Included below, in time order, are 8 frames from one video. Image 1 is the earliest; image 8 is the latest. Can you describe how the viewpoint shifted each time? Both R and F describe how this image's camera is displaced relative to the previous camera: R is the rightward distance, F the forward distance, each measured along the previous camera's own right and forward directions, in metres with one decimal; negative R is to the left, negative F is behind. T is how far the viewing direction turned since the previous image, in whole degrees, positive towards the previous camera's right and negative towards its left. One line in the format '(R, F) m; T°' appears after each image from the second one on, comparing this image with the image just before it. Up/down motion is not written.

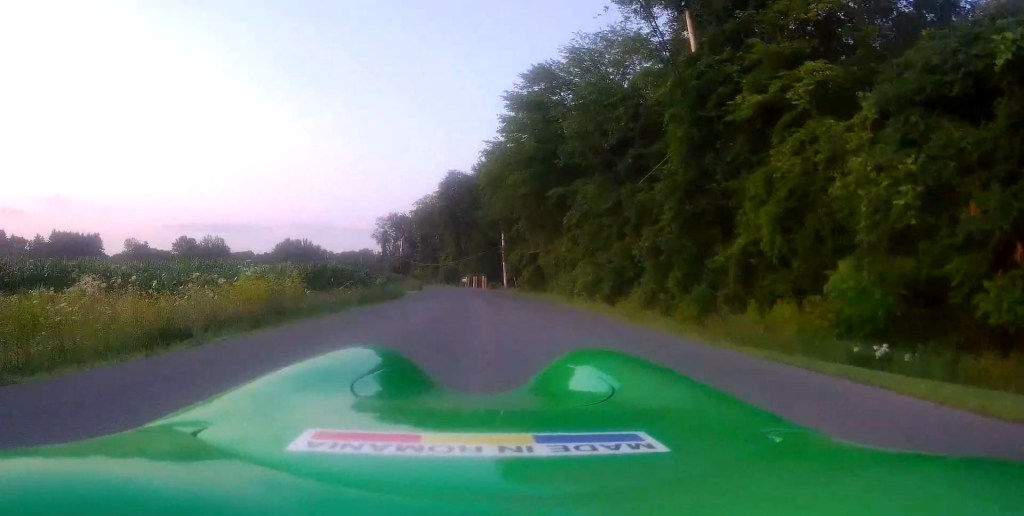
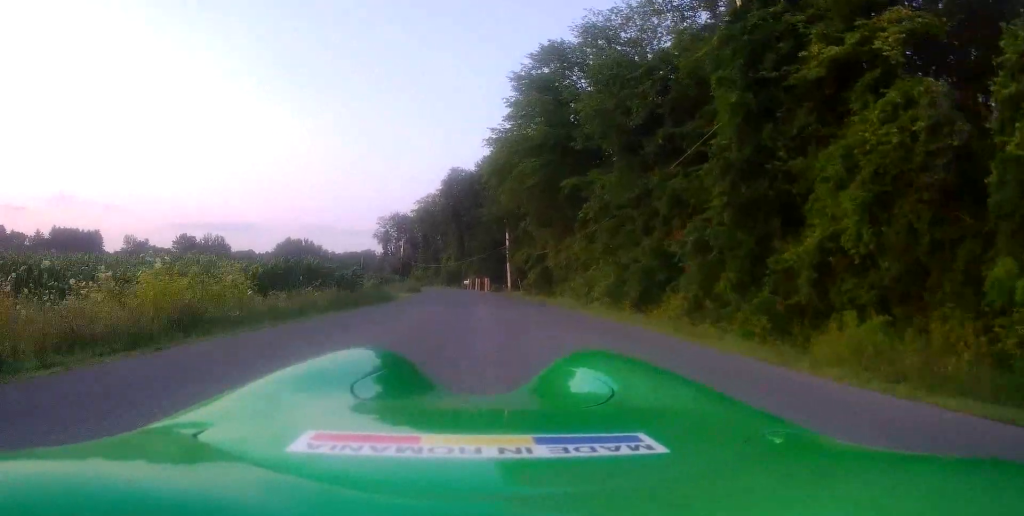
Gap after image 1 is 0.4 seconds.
(-0.1, +4.1) m; 0°
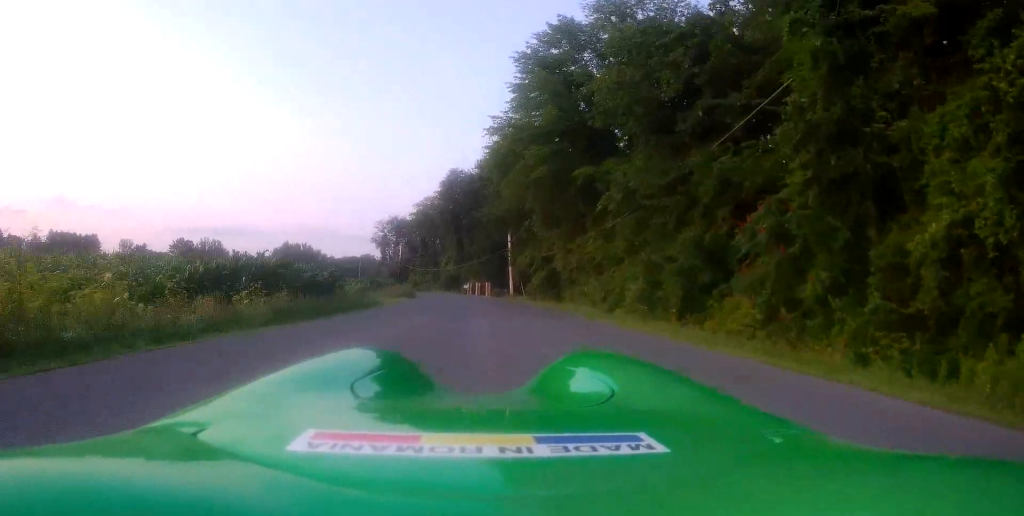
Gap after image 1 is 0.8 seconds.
(-0.1, +4.1) m; 0°
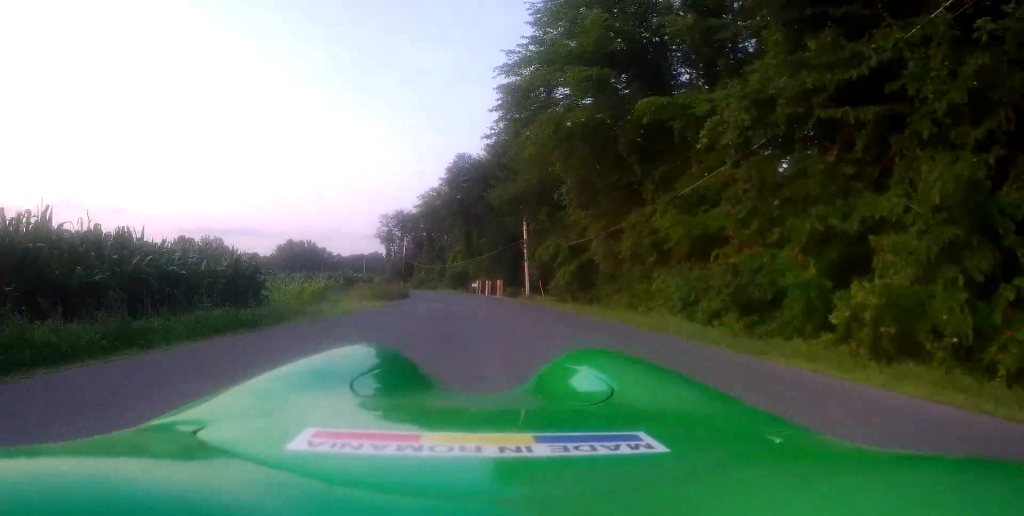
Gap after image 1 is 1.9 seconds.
(+0.2, +10.0) m; -3°
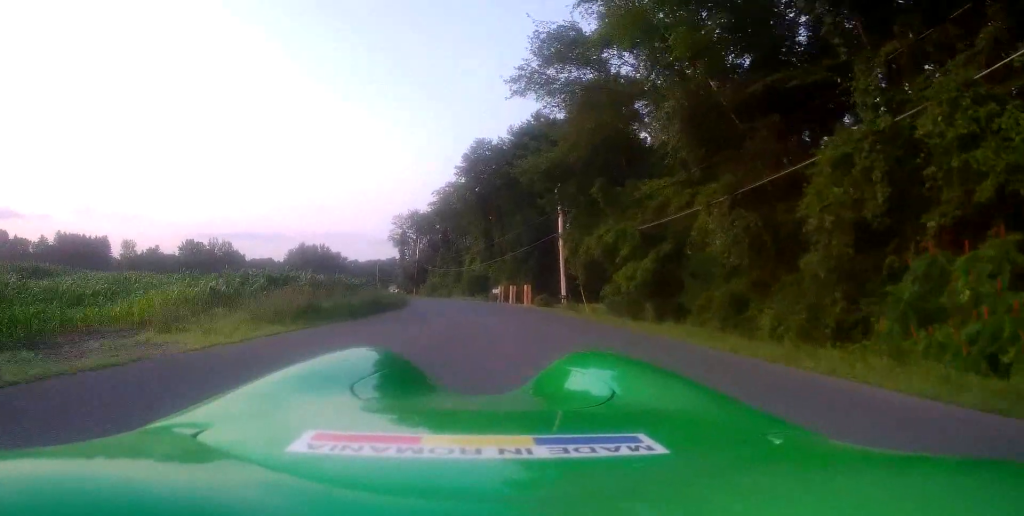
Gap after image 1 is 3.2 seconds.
(-0.8, +12.6) m; -3°
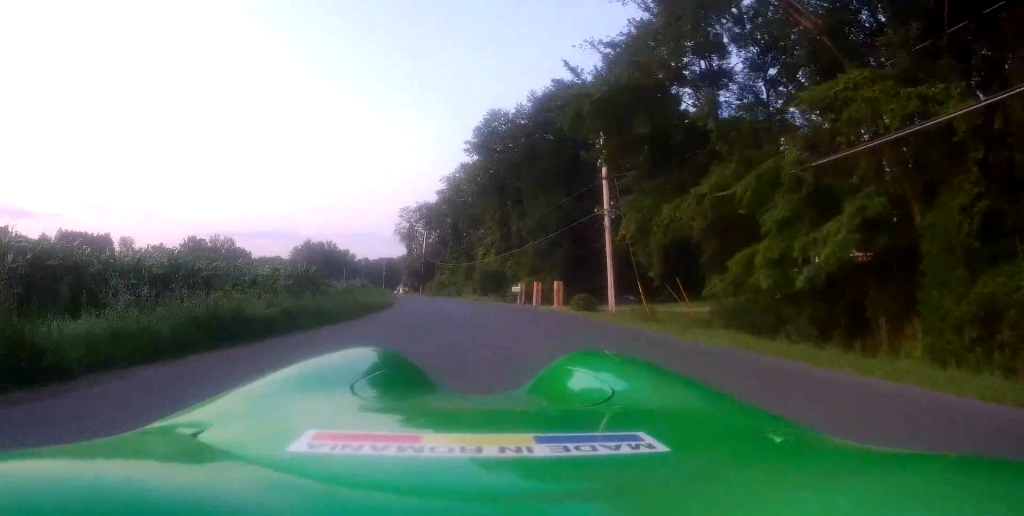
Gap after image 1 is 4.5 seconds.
(+0.2, +12.7) m; +1°
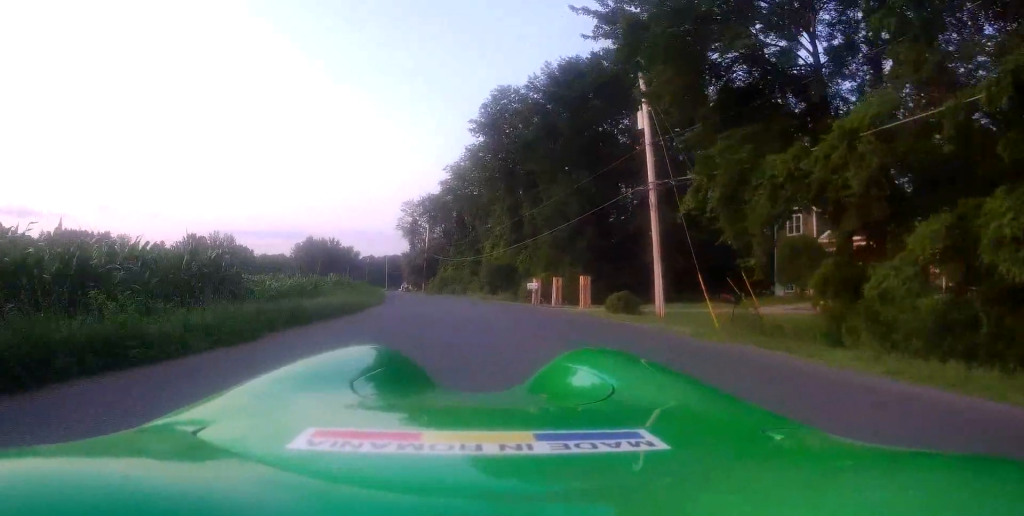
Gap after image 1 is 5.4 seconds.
(0.0, +8.1) m; 0°
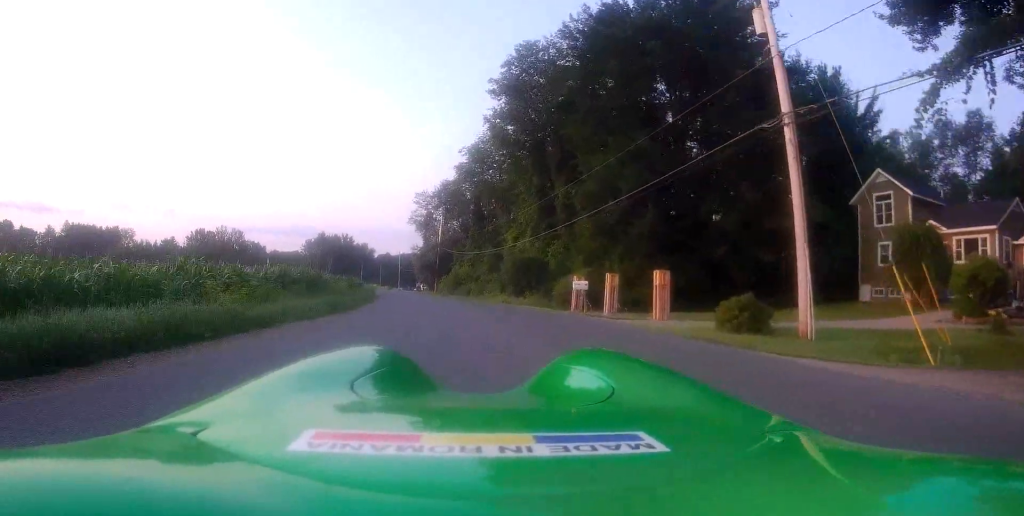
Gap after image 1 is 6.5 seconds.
(0.0, +11.4) m; -2°
